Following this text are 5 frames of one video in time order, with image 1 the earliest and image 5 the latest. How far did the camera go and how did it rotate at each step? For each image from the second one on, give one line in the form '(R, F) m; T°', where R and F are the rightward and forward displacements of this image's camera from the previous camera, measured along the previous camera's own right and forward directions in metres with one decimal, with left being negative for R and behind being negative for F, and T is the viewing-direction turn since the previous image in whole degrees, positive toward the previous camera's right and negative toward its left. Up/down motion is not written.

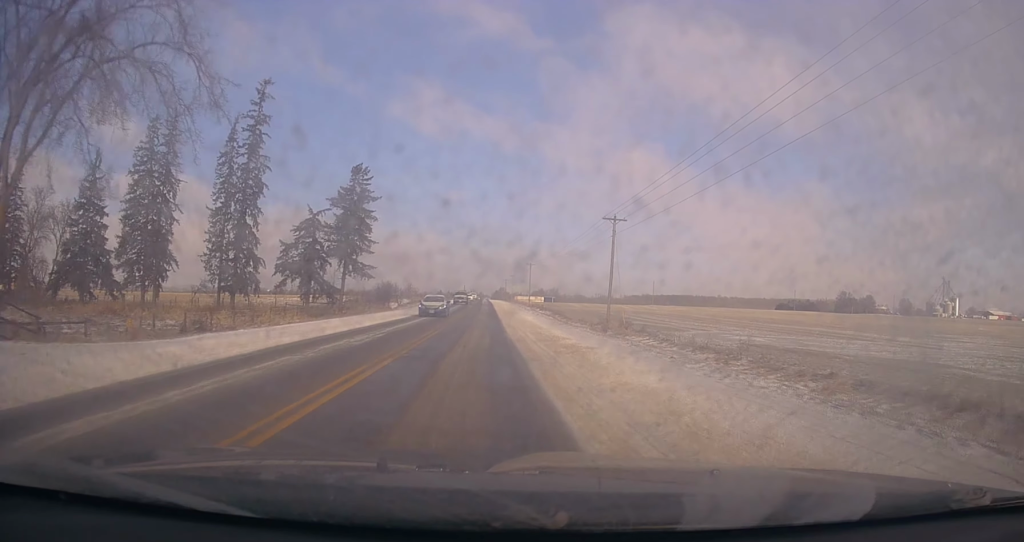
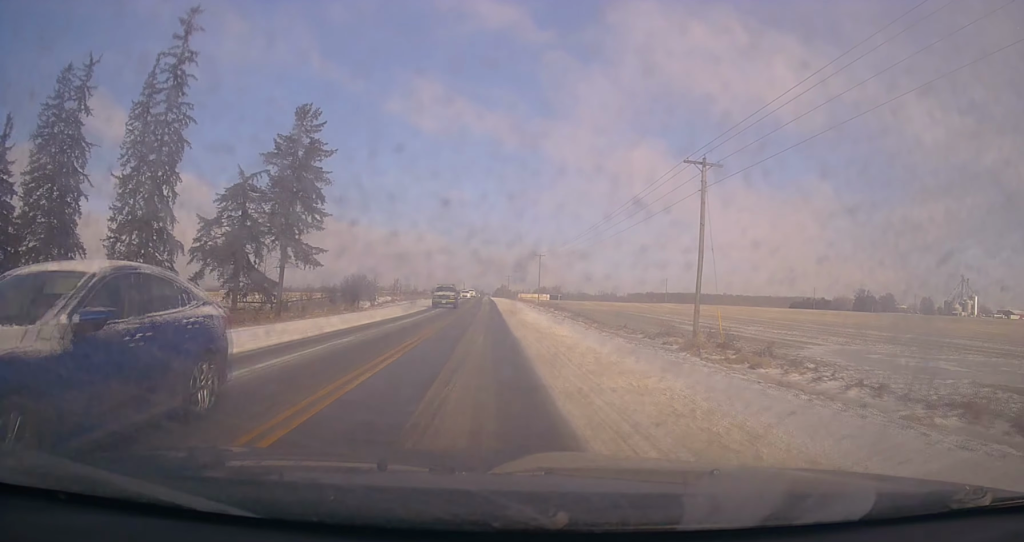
(-0.6, +20.4) m; 0°
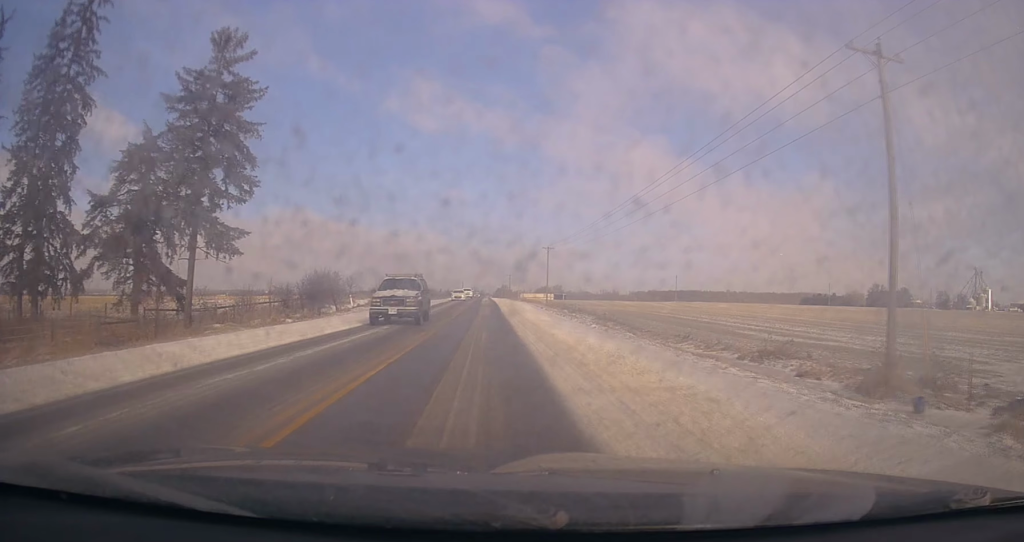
(+0.2, +15.7) m; 0°
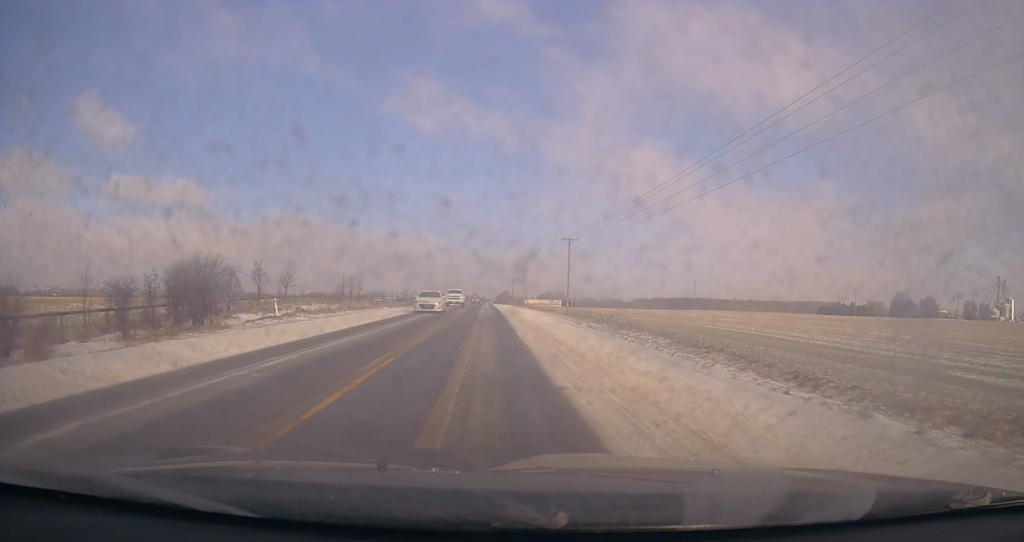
(+0.1, +23.2) m; 0°
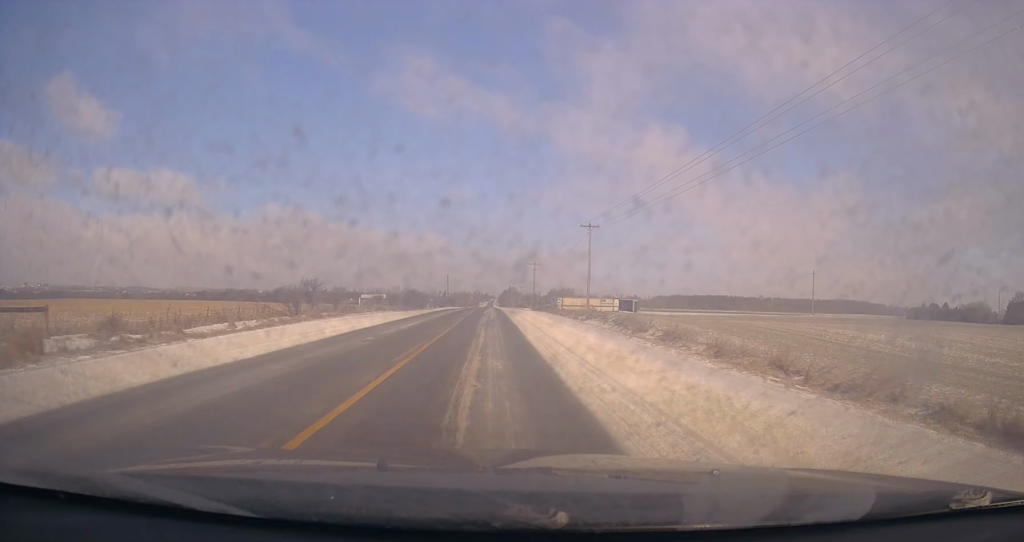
(-1.5, +93.5) m; 0°
